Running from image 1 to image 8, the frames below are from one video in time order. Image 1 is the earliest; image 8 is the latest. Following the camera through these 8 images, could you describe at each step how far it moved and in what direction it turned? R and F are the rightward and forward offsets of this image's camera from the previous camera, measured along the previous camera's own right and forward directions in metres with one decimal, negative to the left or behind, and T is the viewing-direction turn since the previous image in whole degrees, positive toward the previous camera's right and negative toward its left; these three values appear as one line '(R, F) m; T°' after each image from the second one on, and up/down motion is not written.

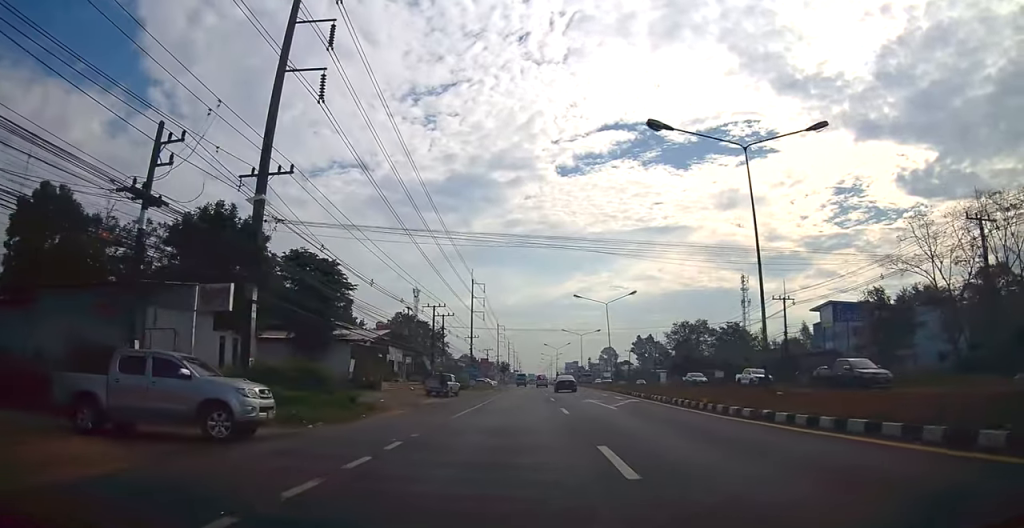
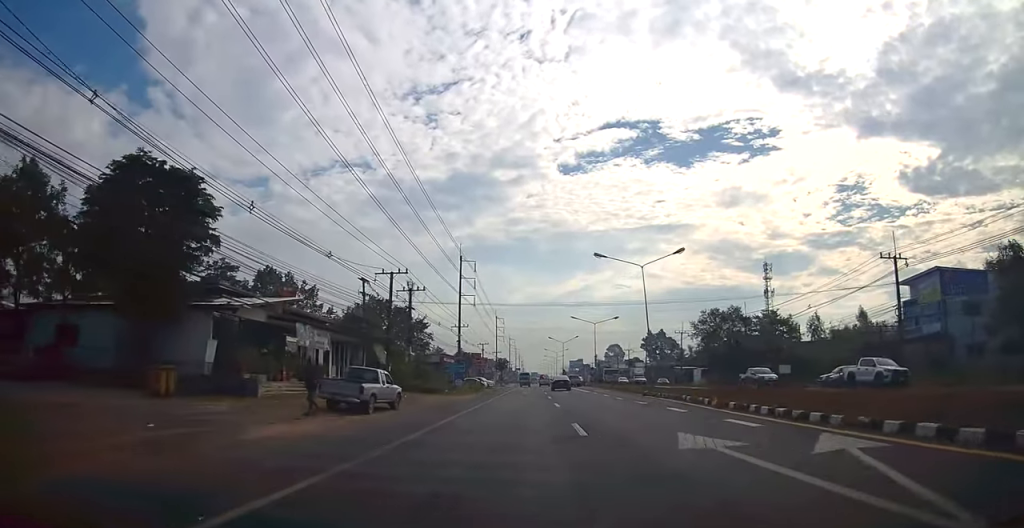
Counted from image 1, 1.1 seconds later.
(-0.1, +18.0) m; 0°
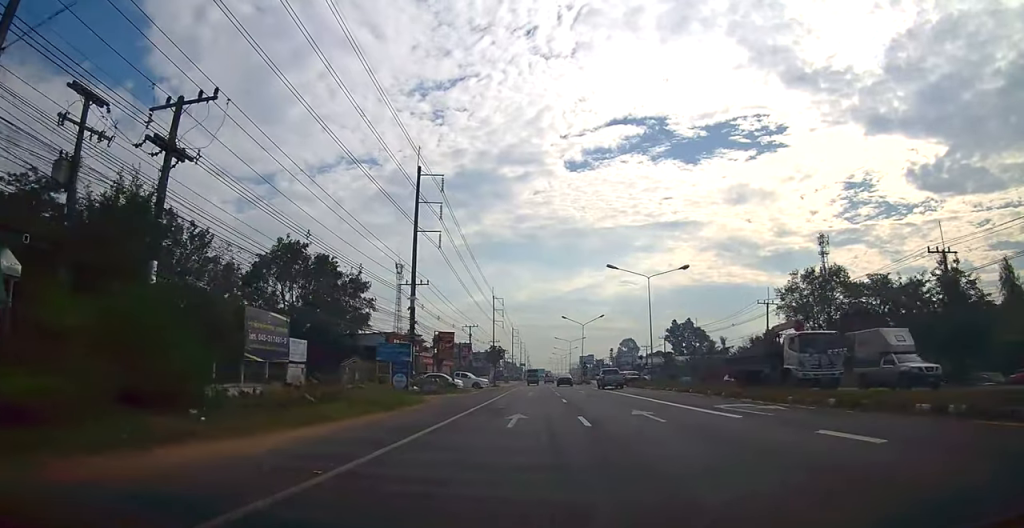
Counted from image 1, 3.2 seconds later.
(-0.1, +33.4) m; 0°
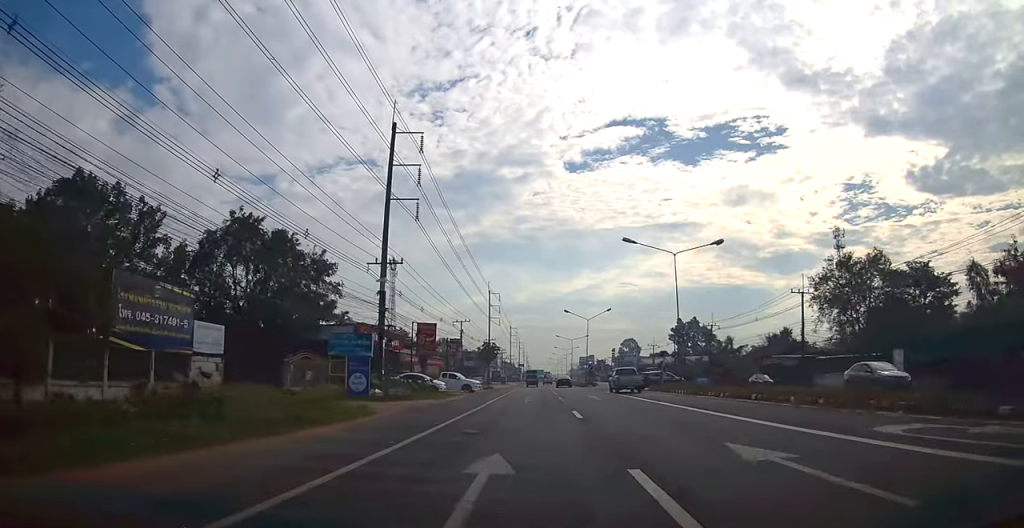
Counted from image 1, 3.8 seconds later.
(0.0, +8.8) m; 0°
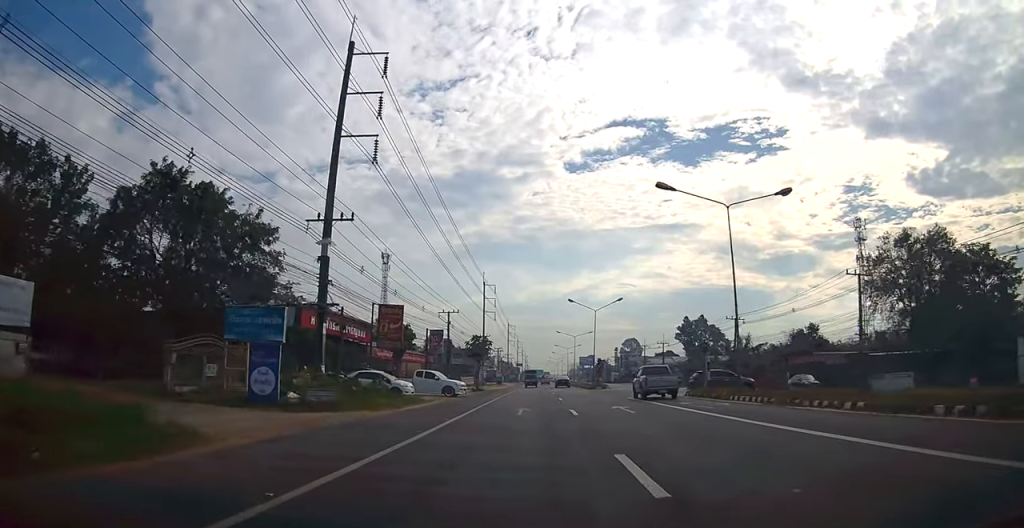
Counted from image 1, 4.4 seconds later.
(+0.1, +10.4) m; +1°
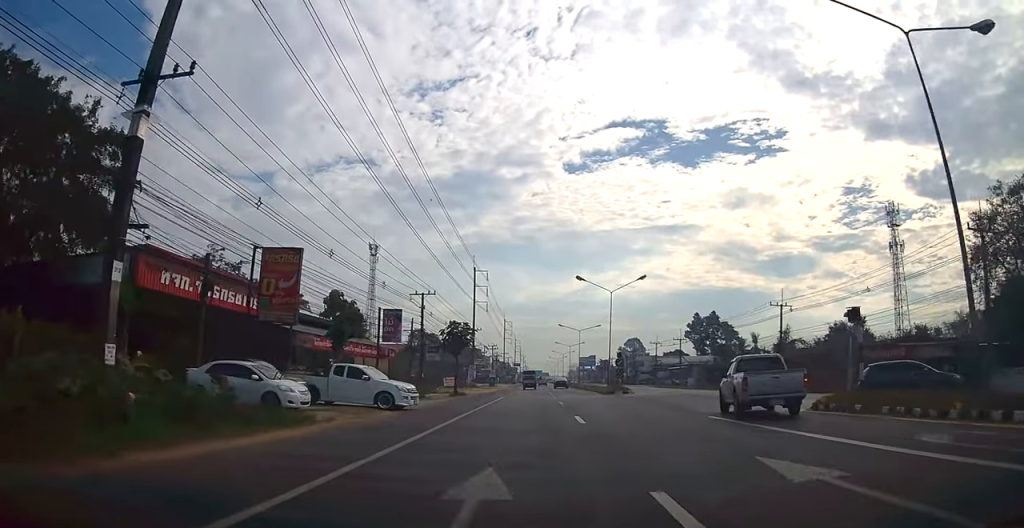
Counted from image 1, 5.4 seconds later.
(+0.2, +14.5) m; +1°
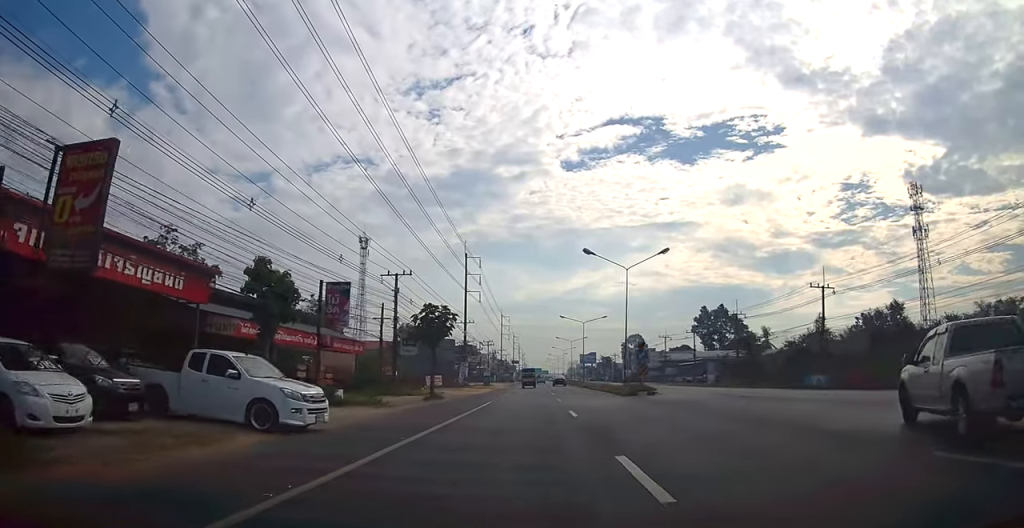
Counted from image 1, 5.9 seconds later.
(+0.2, +9.5) m; 0°
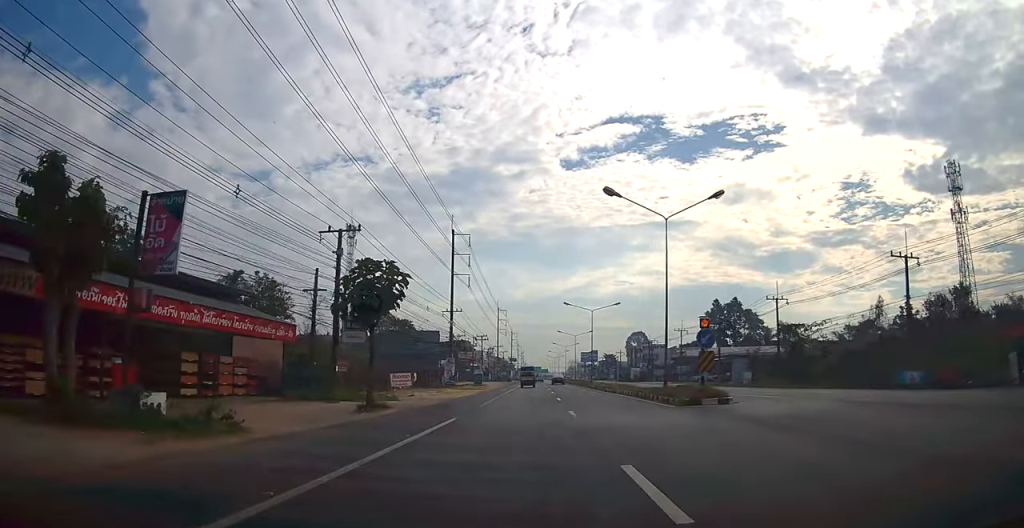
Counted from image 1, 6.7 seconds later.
(-0.2, +12.6) m; -1°
